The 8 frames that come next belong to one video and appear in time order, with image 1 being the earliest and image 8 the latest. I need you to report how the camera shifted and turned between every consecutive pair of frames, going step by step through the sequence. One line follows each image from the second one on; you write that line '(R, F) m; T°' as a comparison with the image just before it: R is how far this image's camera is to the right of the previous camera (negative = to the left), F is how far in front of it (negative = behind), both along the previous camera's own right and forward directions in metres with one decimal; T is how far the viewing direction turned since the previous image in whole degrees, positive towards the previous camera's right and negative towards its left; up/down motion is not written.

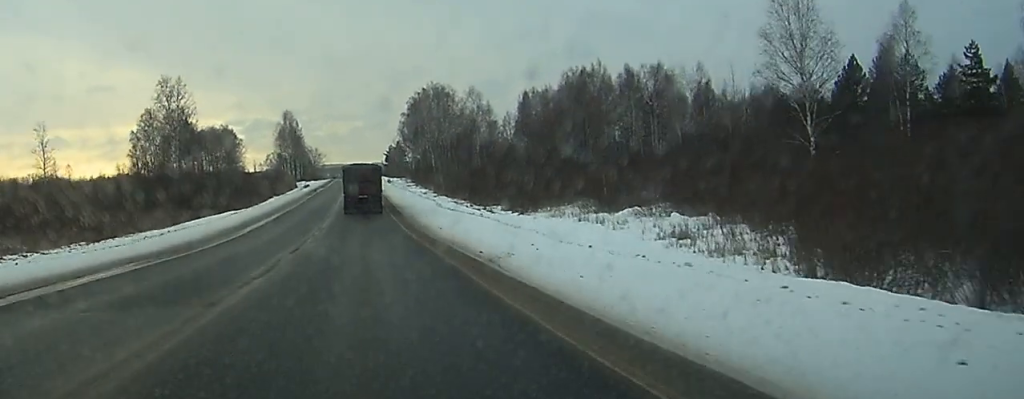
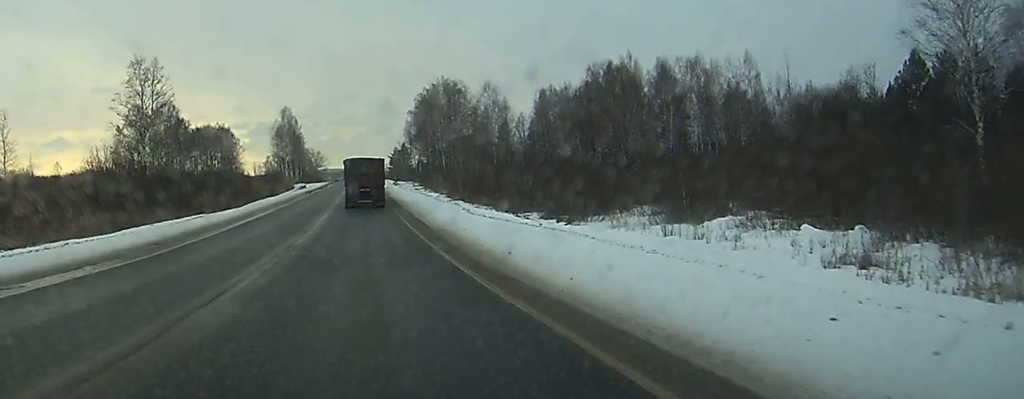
(0.0, +17.9) m; 0°
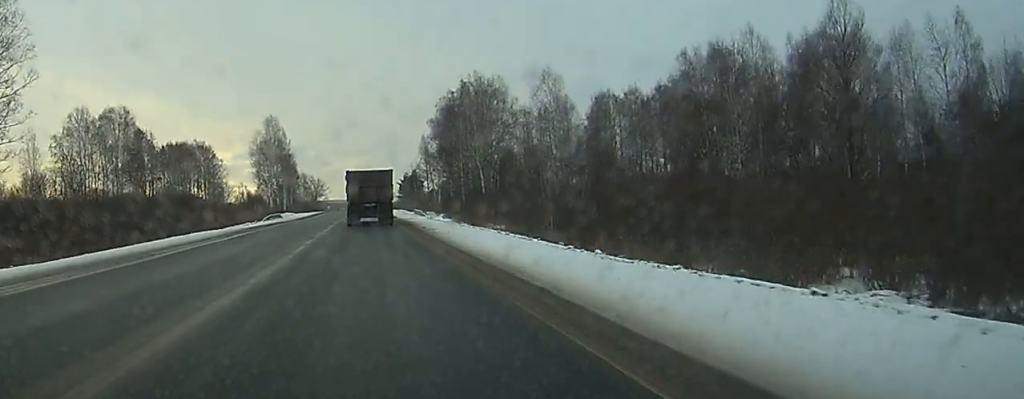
(+0.4, +50.8) m; 0°
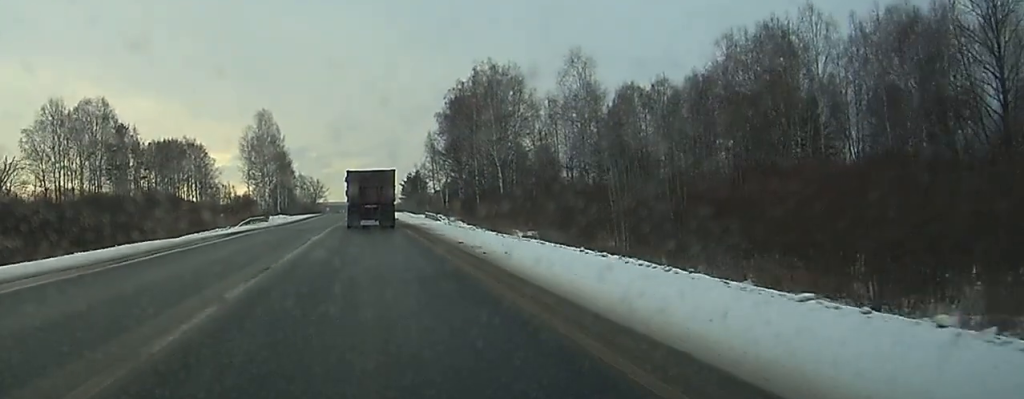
(-0.4, +15.7) m; -1°
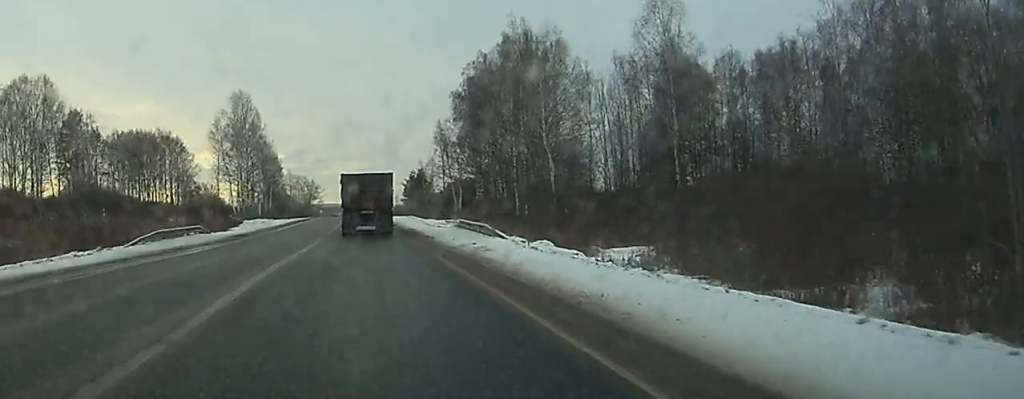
(+0.2, +29.6) m; +1°
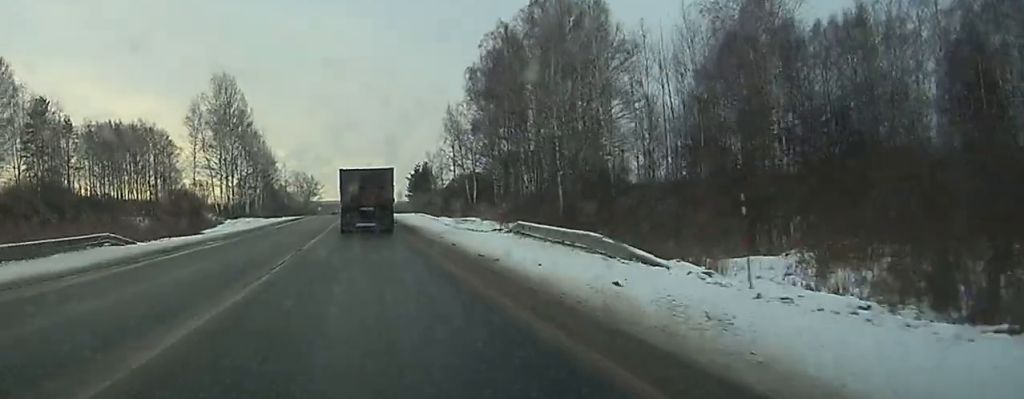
(0.0, +18.1) m; 0°
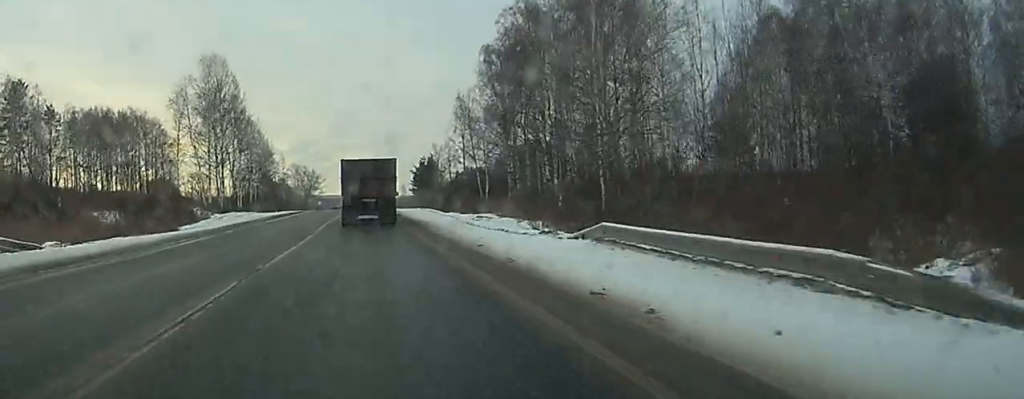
(0.0, +11.0) m; 0°
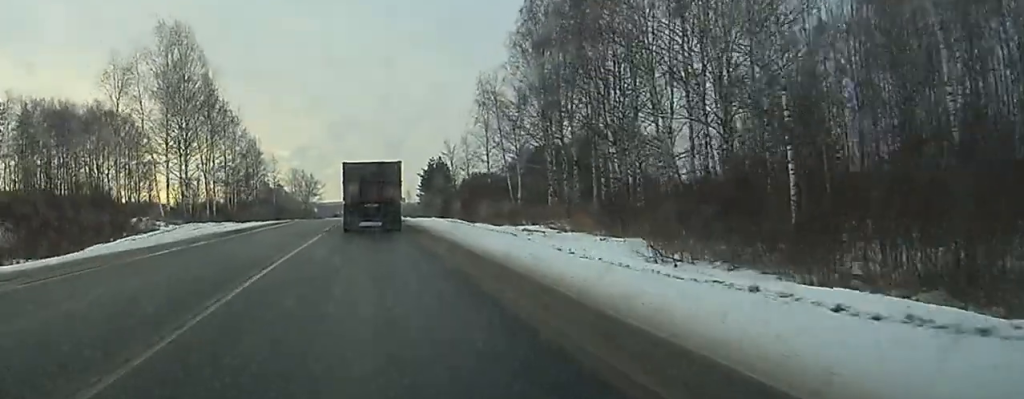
(-0.1, +25.1) m; 0°
